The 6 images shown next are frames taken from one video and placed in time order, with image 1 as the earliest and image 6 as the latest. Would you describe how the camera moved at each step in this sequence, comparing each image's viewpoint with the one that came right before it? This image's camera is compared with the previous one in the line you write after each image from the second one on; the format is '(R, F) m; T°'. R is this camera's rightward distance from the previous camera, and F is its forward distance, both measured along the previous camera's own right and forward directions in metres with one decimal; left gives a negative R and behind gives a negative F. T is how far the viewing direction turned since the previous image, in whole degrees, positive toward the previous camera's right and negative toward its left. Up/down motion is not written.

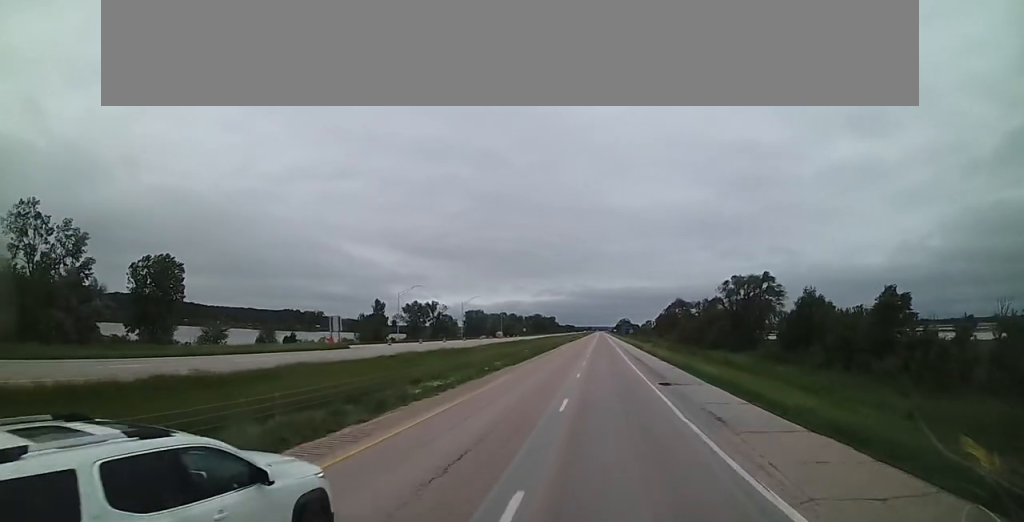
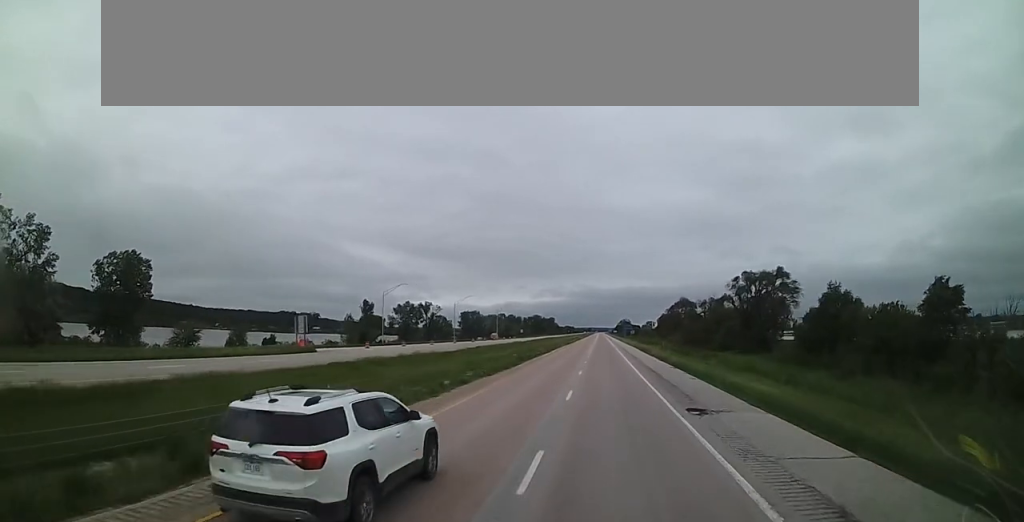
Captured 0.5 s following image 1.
(-0.1, +8.9) m; 0°
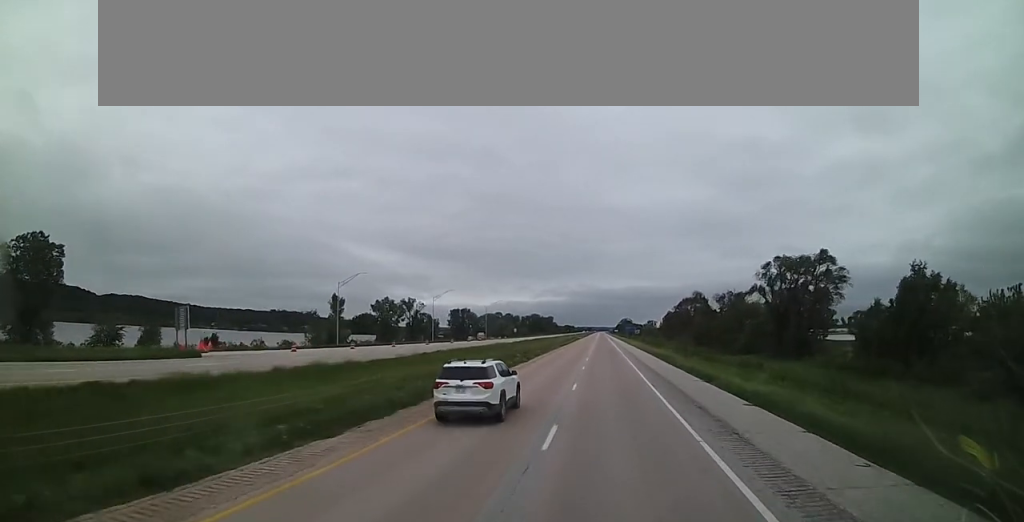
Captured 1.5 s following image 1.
(0.0, +20.5) m; 0°
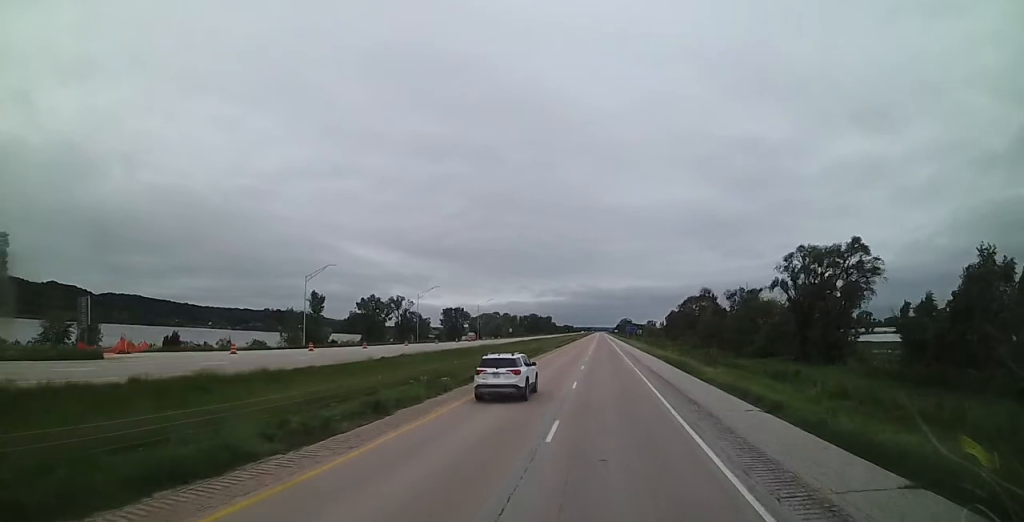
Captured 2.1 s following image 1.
(+0.2, +11.0) m; 0°
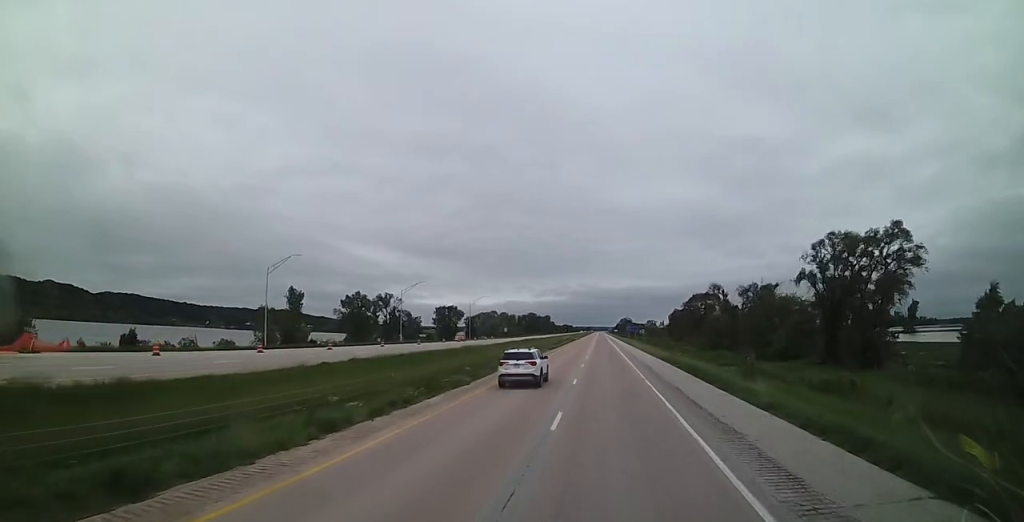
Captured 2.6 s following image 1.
(-0.2, +10.6) m; -1°
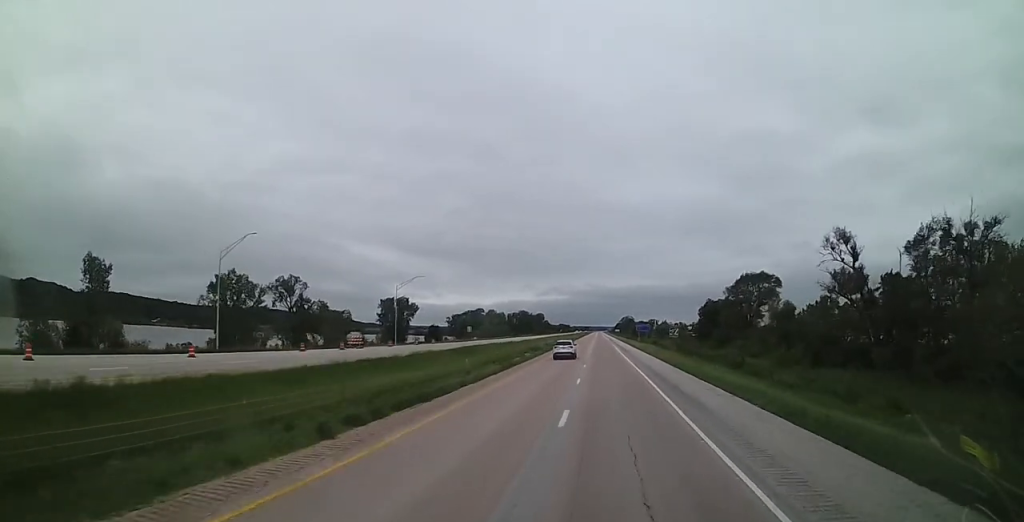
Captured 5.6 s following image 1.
(-0.2, +59.6) m; 0°
